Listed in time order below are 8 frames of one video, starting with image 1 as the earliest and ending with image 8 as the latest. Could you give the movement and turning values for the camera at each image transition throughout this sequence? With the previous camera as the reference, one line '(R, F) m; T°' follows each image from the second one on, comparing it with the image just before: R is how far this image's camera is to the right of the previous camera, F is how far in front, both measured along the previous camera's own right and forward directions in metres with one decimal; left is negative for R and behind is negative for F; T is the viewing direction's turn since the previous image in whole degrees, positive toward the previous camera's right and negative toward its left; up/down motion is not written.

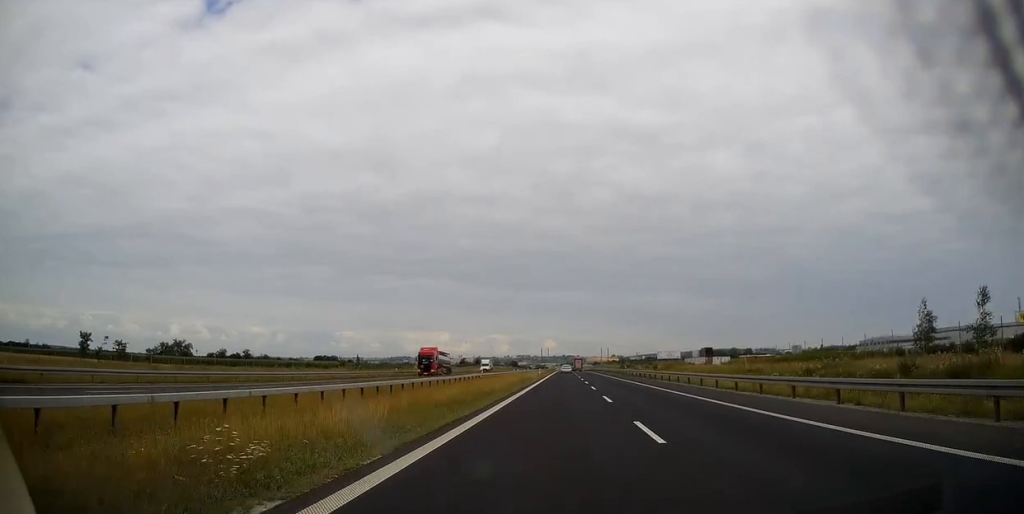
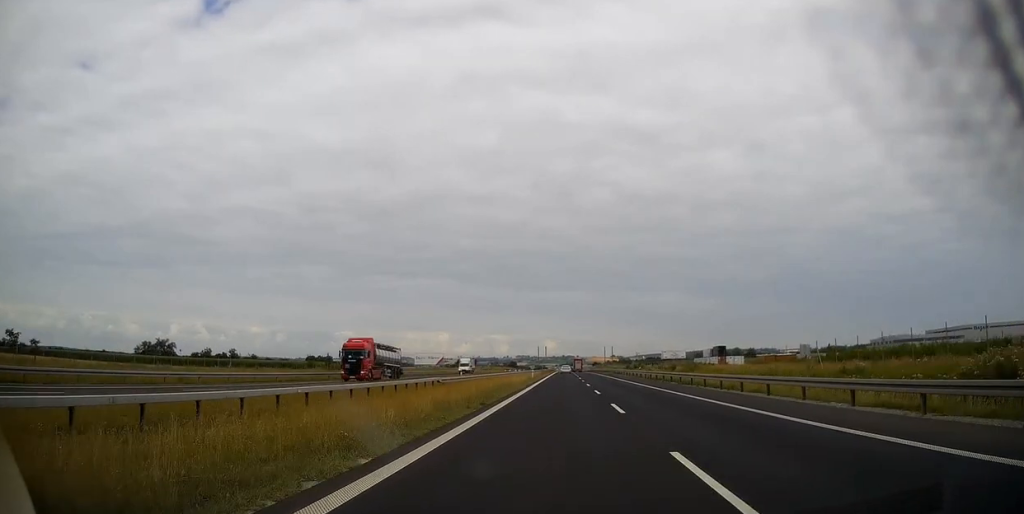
(+0.1, +17.1) m; 0°
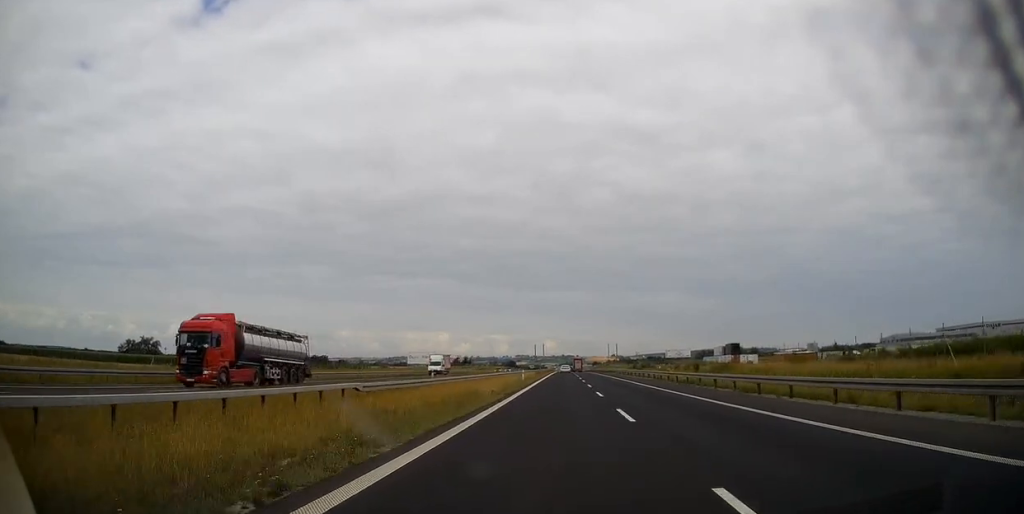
(0.0, +14.9) m; 0°
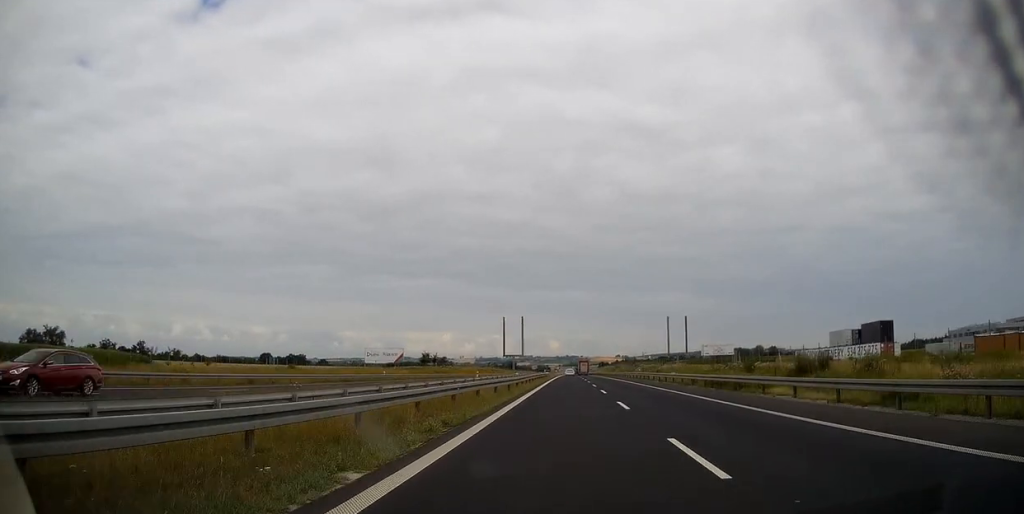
(-0.1, +79.8) m; 0°
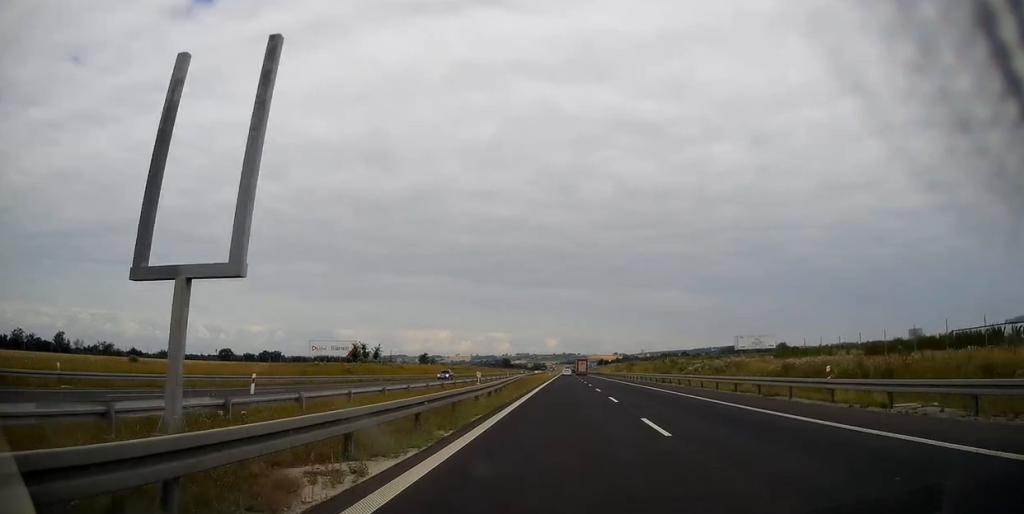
(+0.1, +55.7) m; 0°
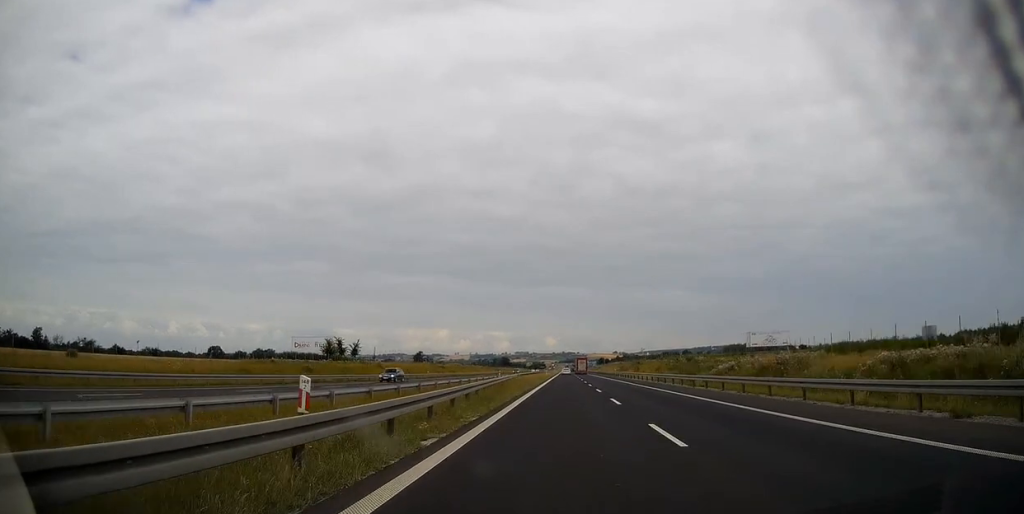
(0.0, +13.6) m; 0°
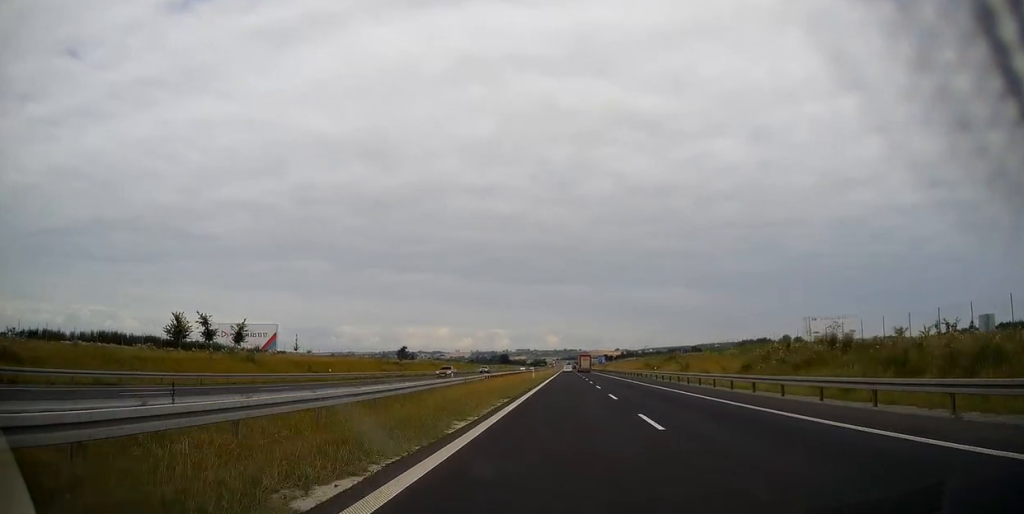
(0.0, +45.4) m; 0°
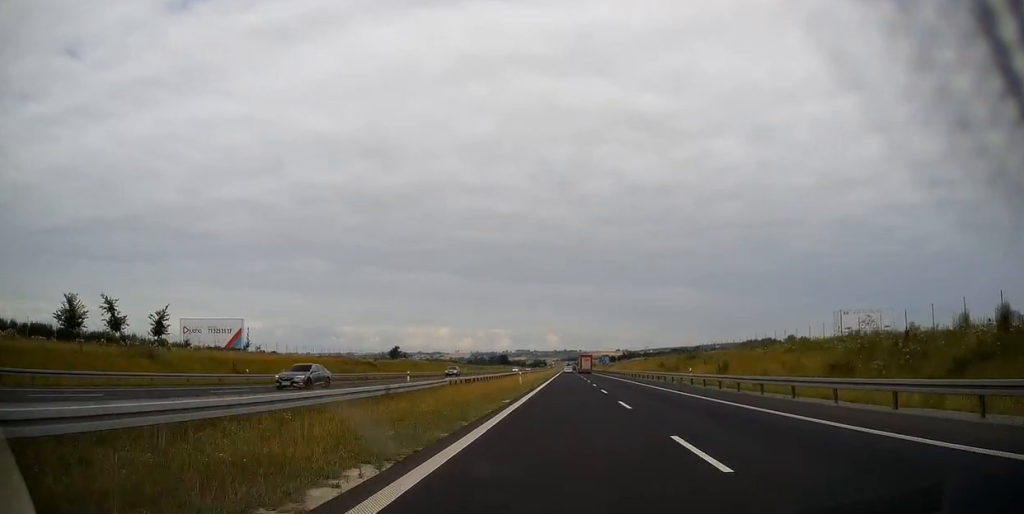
(0.0, +15.9) m; 0°
